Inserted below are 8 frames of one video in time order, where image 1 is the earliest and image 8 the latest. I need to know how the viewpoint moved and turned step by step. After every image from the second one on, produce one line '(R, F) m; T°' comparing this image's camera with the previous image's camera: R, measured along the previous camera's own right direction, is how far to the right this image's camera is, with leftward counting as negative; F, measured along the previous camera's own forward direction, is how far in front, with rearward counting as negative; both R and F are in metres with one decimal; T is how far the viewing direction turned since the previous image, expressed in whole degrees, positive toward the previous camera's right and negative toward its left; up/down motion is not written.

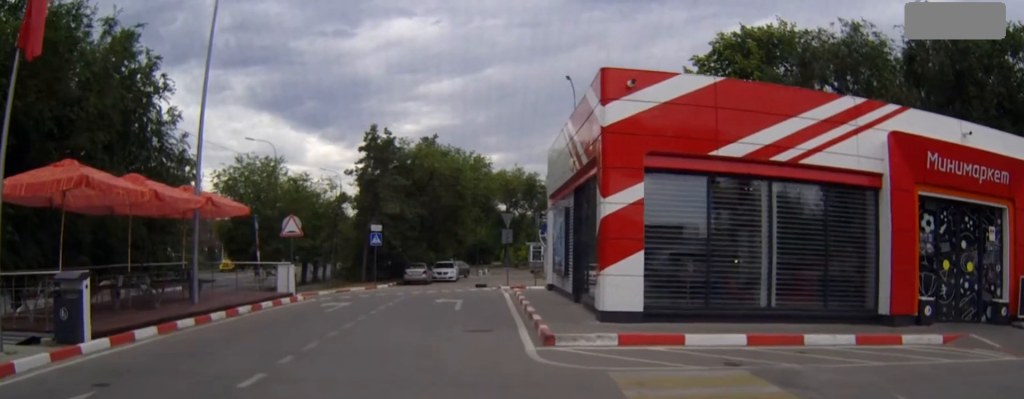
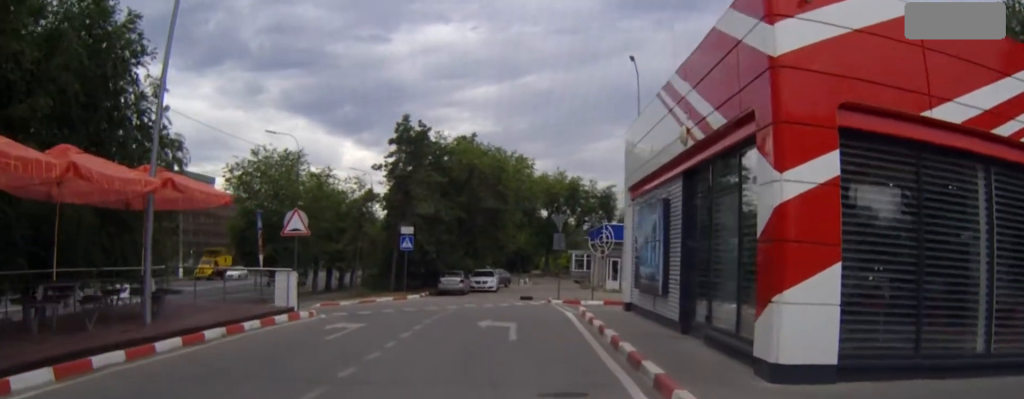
(+0.1, +1.0) m; 0°
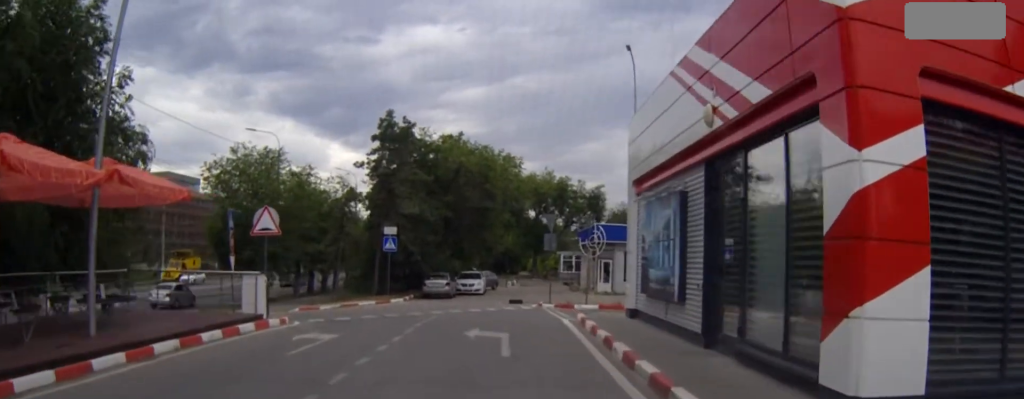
(0.0, +0.9) m; 0°
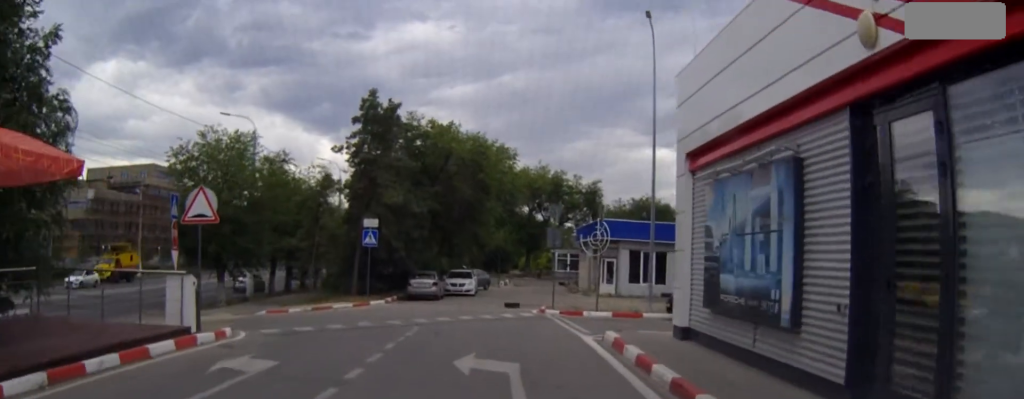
(0.0, +3.8) m; 0°
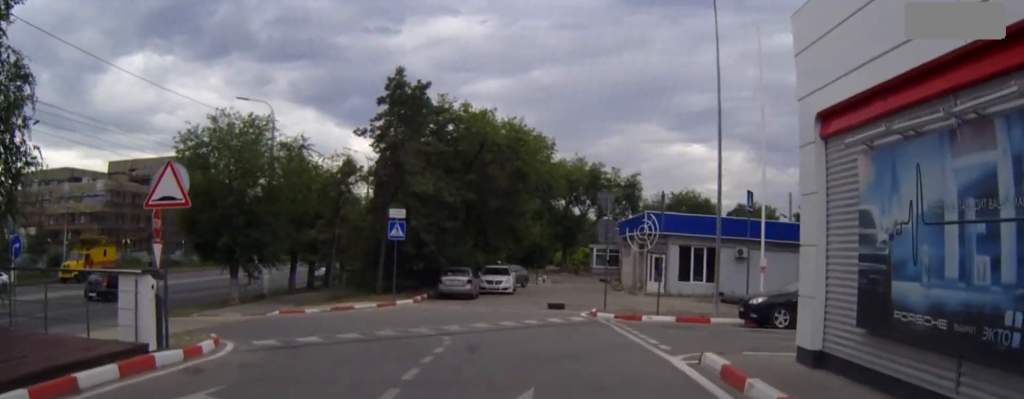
(0.0, +3.6) m; +1°
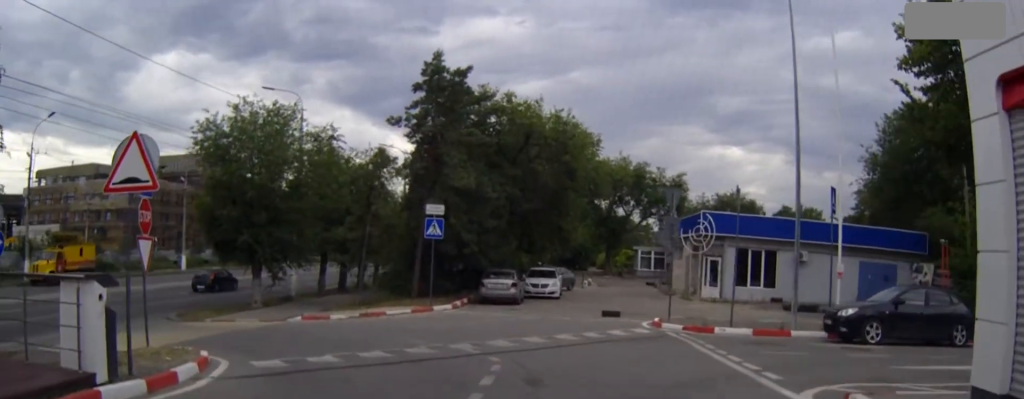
(0.0, +3.1) m; +1°
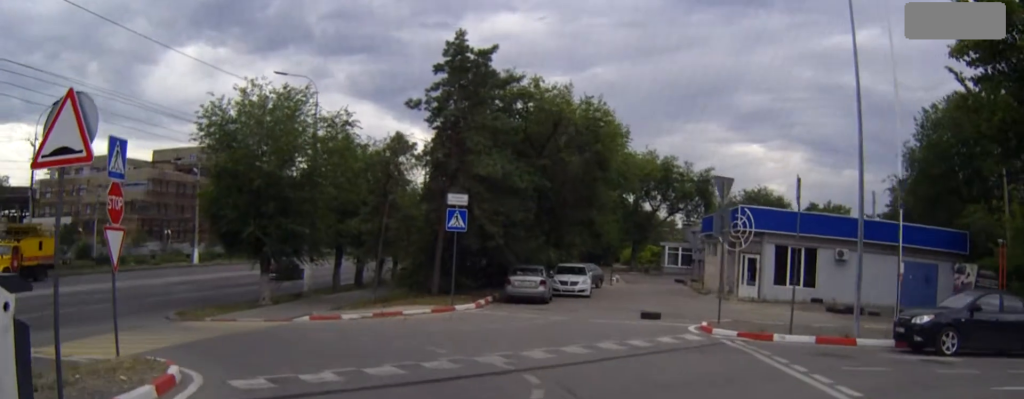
(+0.1, +2.6) m; 0°
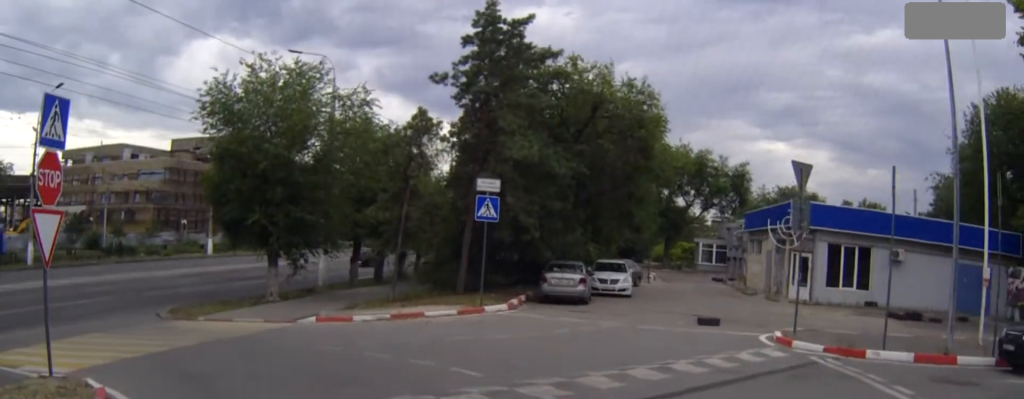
(-0.1, +3.7) m; -2°
